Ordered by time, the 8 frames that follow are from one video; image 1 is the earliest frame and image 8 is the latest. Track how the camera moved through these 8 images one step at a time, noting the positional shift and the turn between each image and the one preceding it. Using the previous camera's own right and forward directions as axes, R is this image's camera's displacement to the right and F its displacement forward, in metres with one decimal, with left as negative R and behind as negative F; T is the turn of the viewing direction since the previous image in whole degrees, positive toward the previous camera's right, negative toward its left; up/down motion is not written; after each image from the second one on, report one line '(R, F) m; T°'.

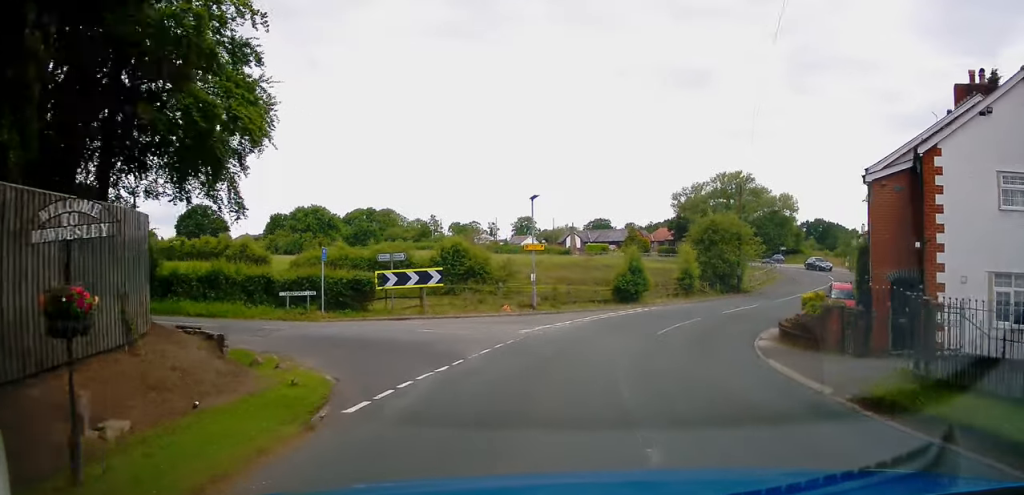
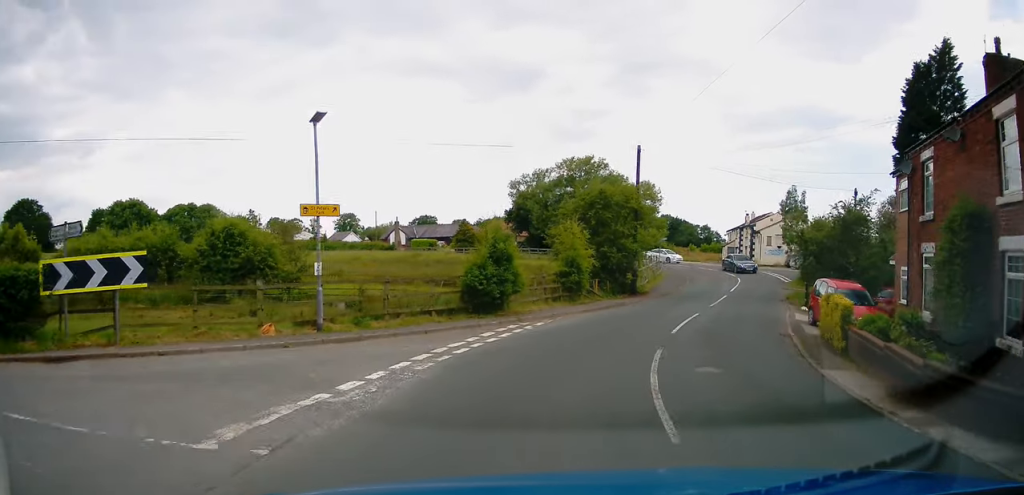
(+1.6, +12.8) m; +16°
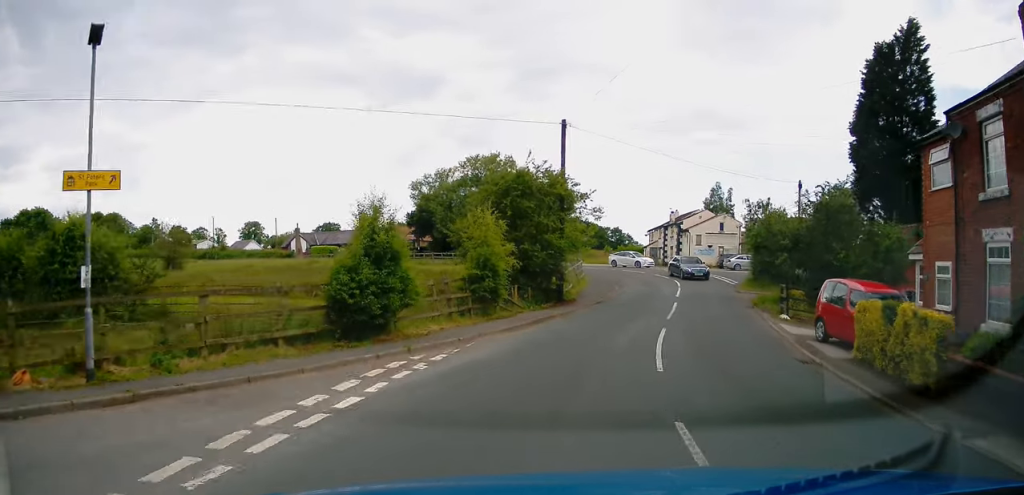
(+0.1, +5.7) m; +8°
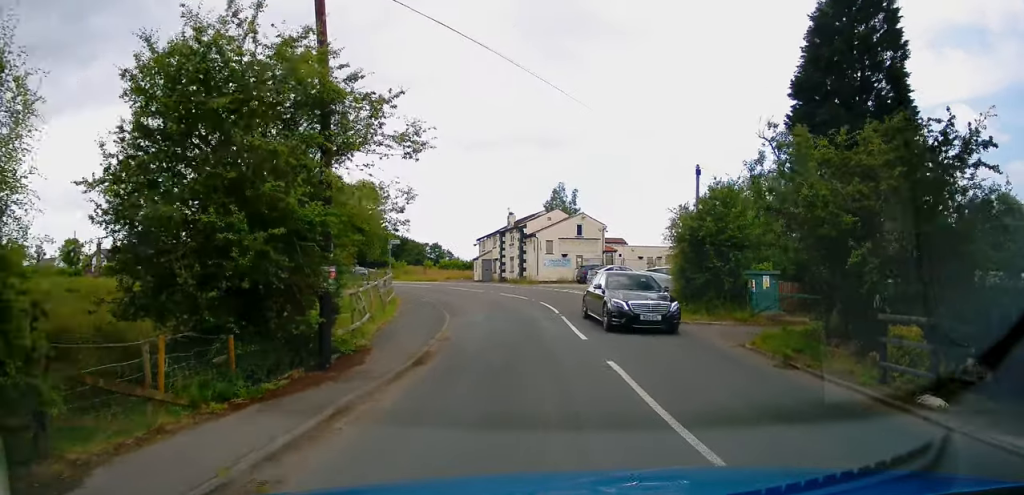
(+2.6, +14.0) m; +16°
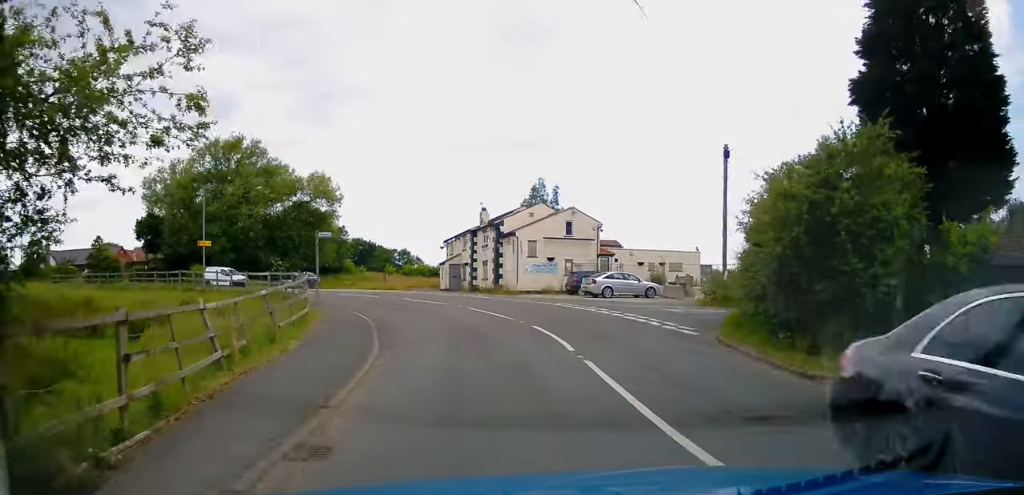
(+0.6, +8.8) m; +3°
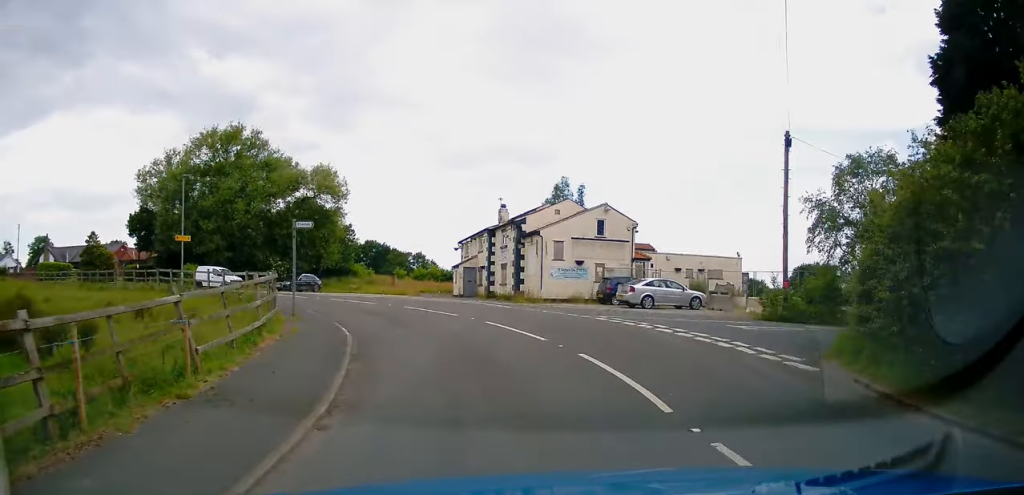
(0.0, +4.9) m; -1°
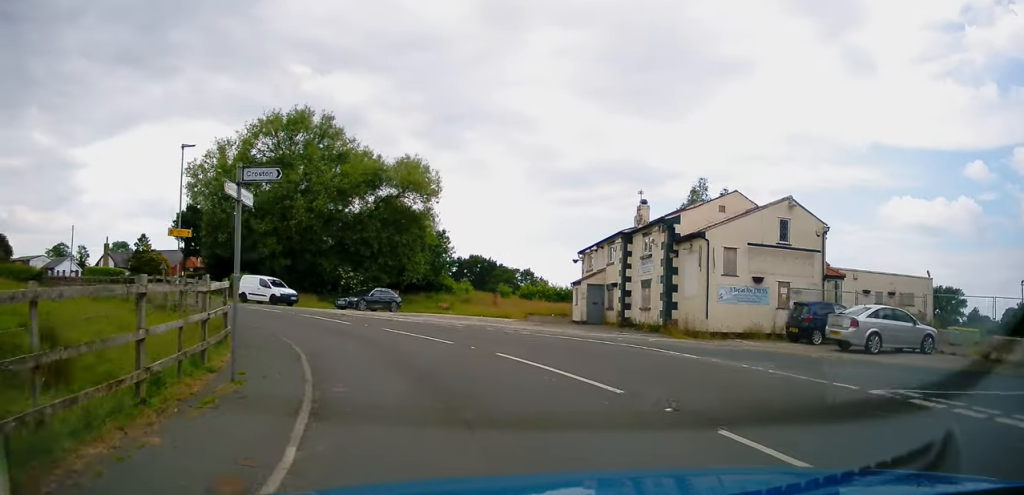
(-0.3, +10.2) m; -9°
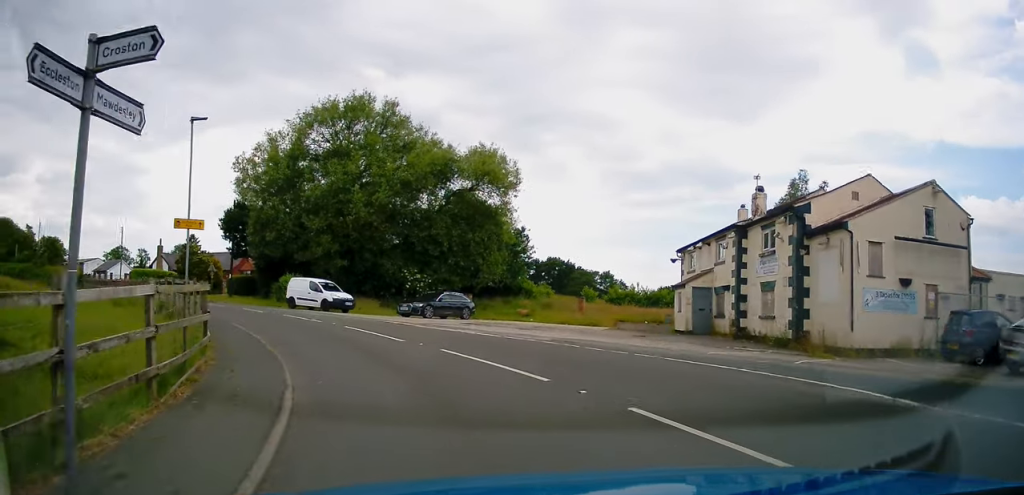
(+0.2, +5.0) m; -7°
